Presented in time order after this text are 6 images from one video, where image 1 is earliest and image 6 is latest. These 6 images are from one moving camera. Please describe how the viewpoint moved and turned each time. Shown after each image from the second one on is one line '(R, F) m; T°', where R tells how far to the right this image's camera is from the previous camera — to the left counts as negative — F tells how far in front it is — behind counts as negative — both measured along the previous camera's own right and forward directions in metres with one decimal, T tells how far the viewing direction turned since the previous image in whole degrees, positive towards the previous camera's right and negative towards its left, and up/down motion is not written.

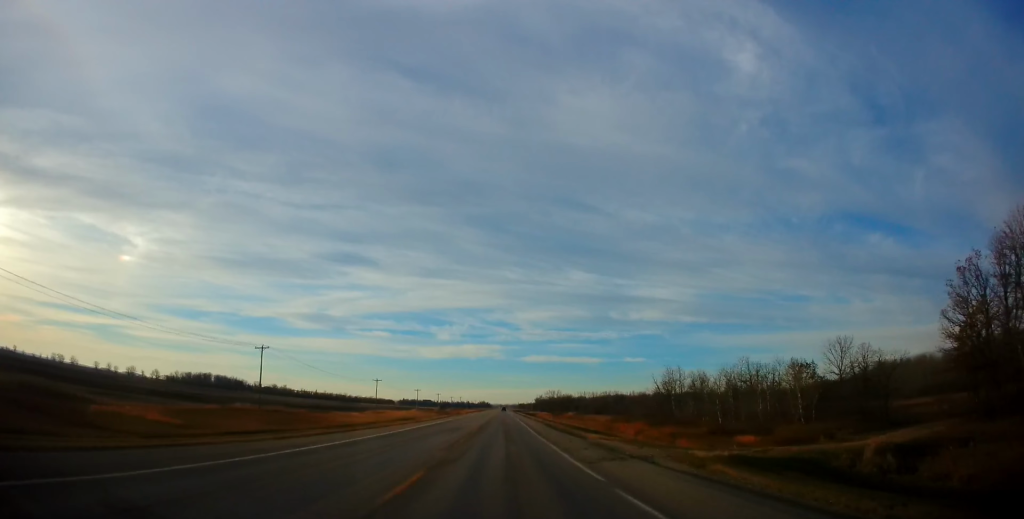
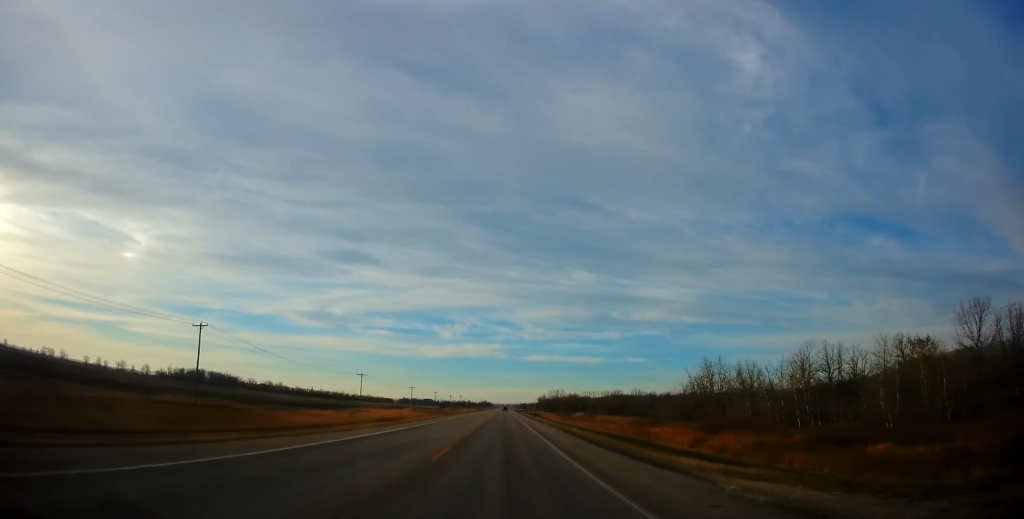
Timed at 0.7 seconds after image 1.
(+0.1, +18.0) m; 0°
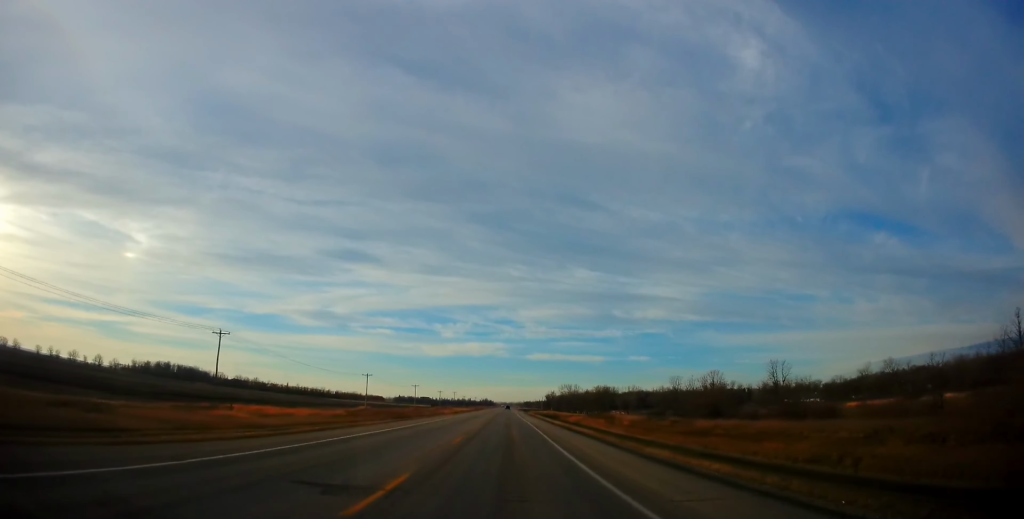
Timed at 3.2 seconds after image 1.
(-0.5, +67.2) m; -1°
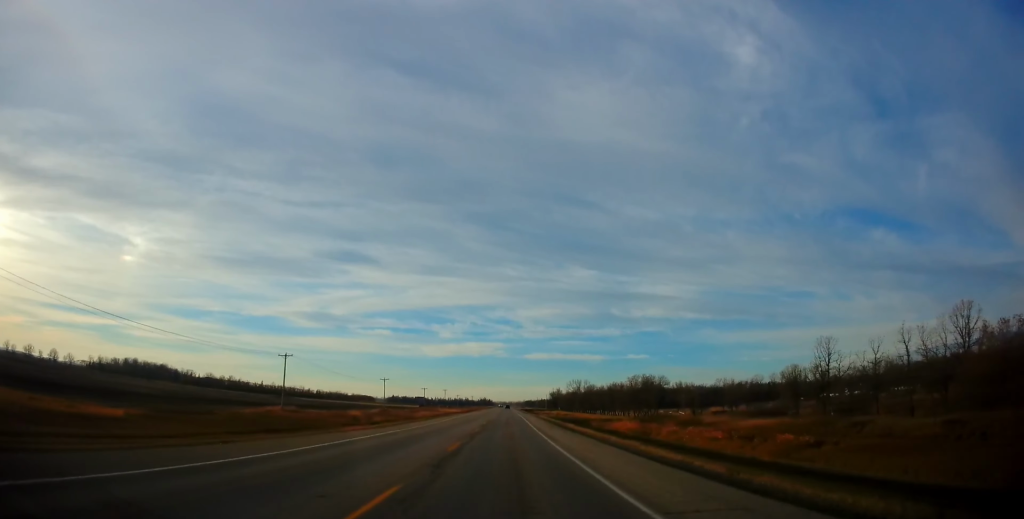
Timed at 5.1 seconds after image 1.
(-0.3, +48.4) m; 0°
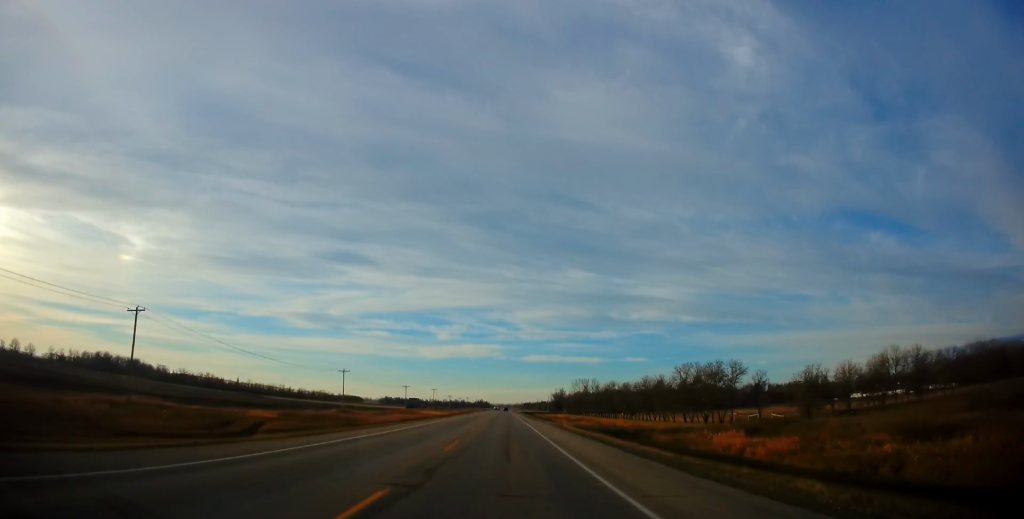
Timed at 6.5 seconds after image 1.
(+0.3, +34.0) m; +1°
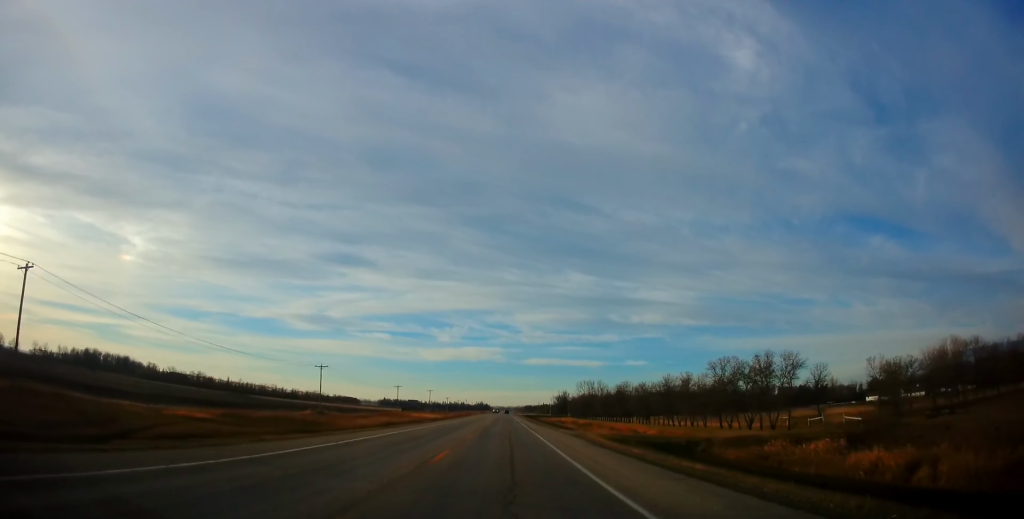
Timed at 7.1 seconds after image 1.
(-0.1, +12.7) m; 0°
